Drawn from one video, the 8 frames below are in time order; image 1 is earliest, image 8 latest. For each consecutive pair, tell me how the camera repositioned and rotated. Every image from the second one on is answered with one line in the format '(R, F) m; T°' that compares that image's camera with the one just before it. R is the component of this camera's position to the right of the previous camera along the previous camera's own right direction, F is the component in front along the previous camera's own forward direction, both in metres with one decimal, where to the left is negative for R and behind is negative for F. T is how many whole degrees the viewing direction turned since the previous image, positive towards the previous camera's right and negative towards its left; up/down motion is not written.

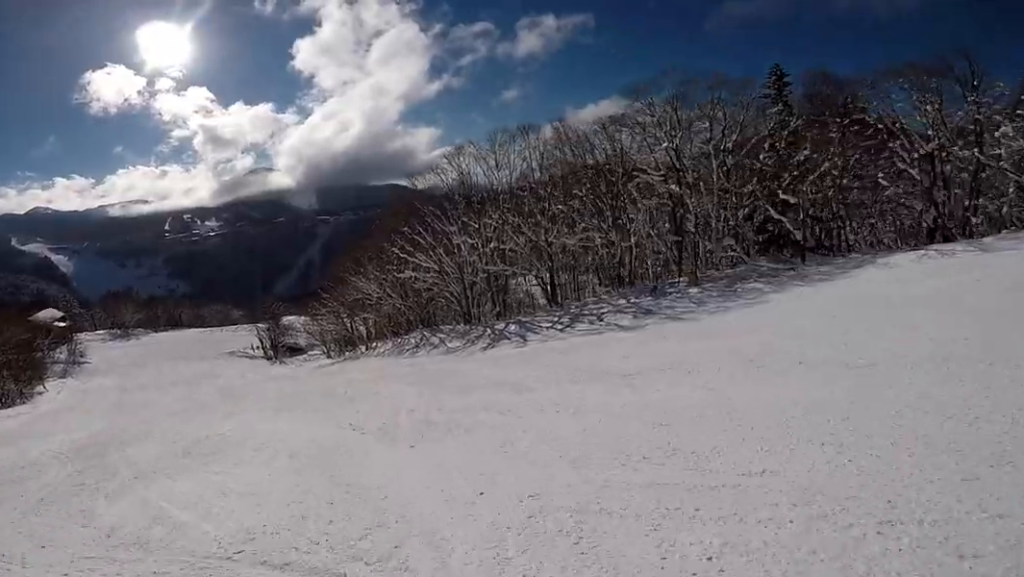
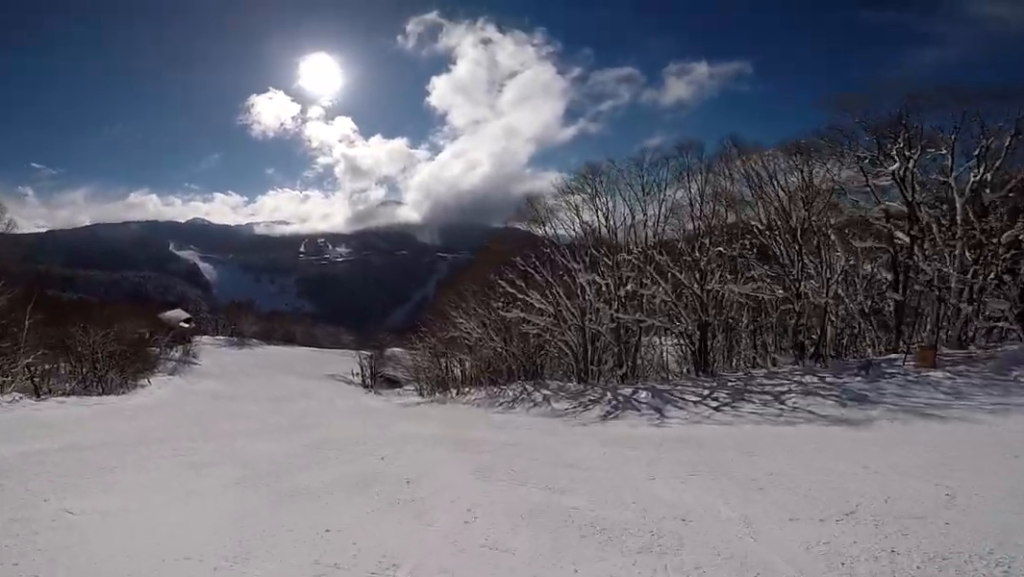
(+0.4, +5.4) m; -2°
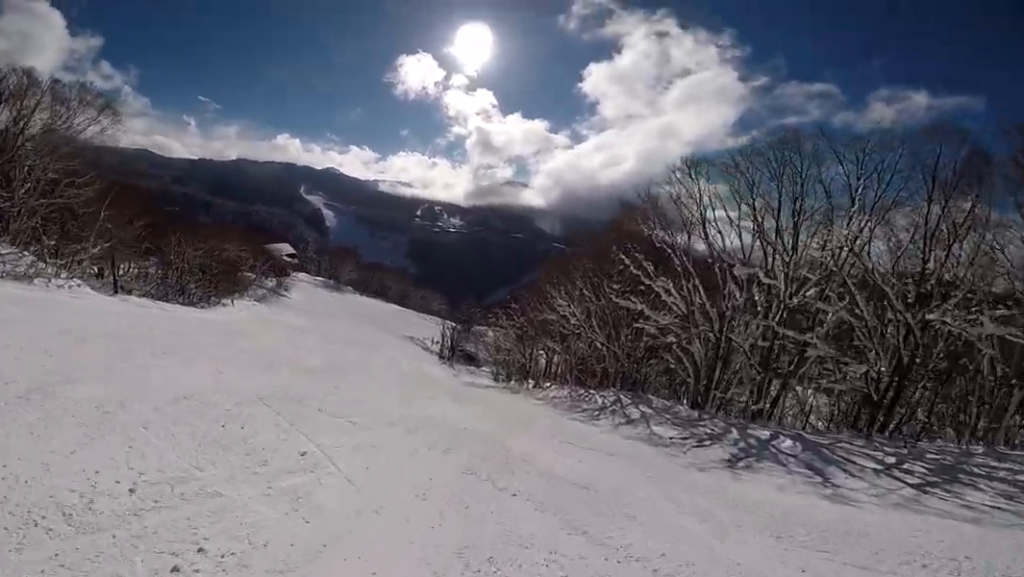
(-0.1, +5.1) m; -11°
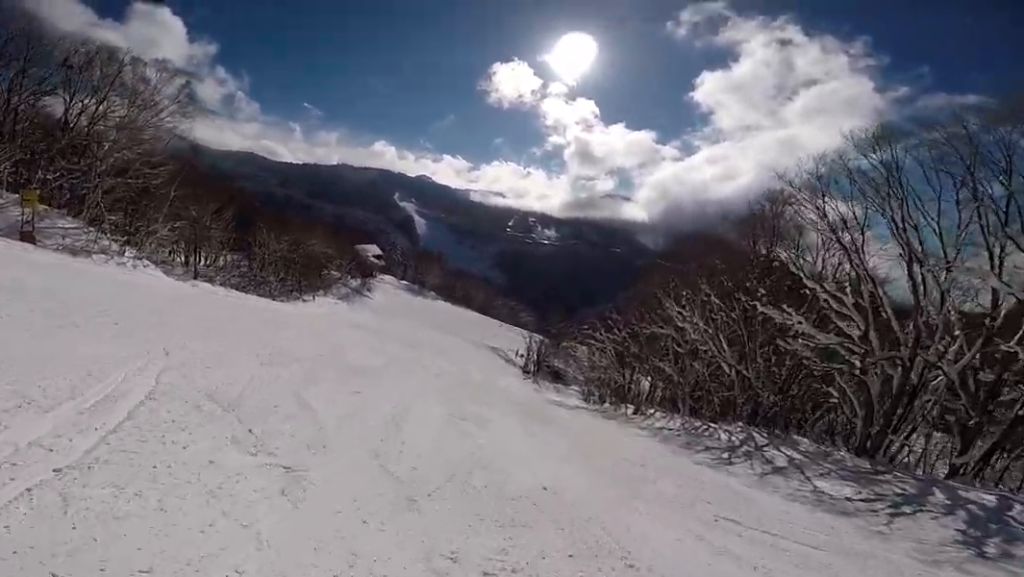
(0.0, +4.1) m; -15°
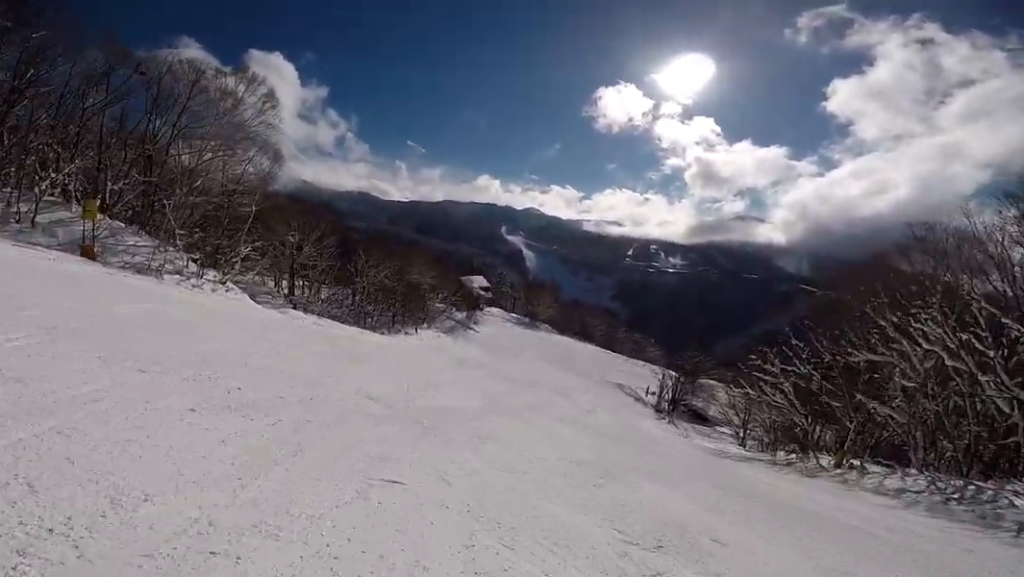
(-1.5, +5.3) m; -15°
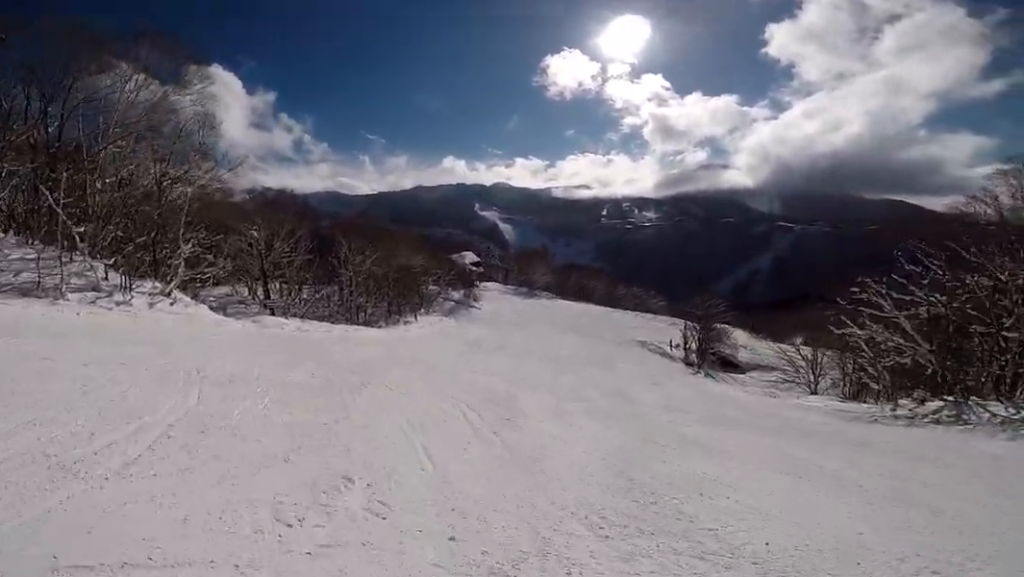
(-1.1, +8.4) m; -5°
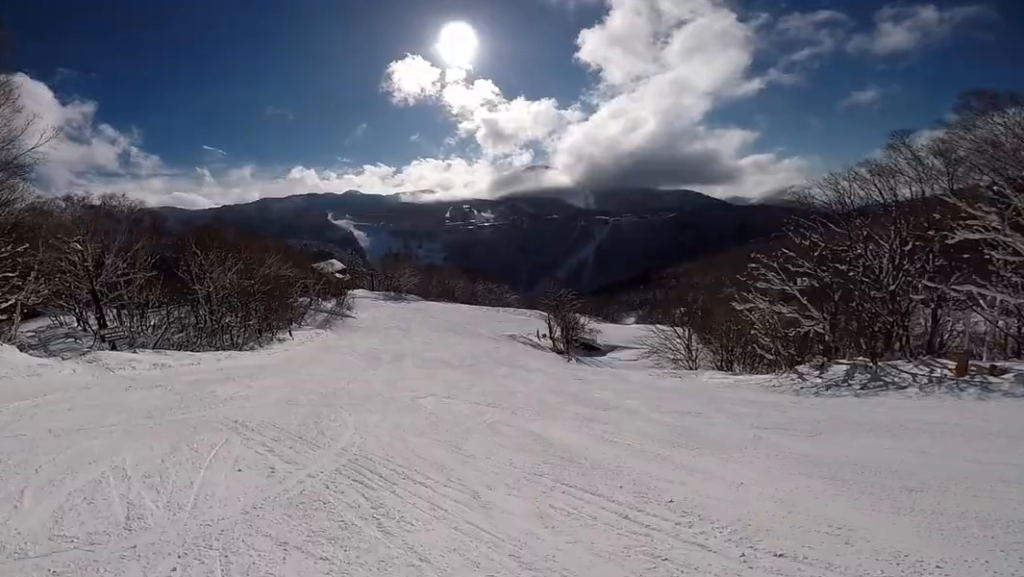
(+0.2, +6.3) m; +13°
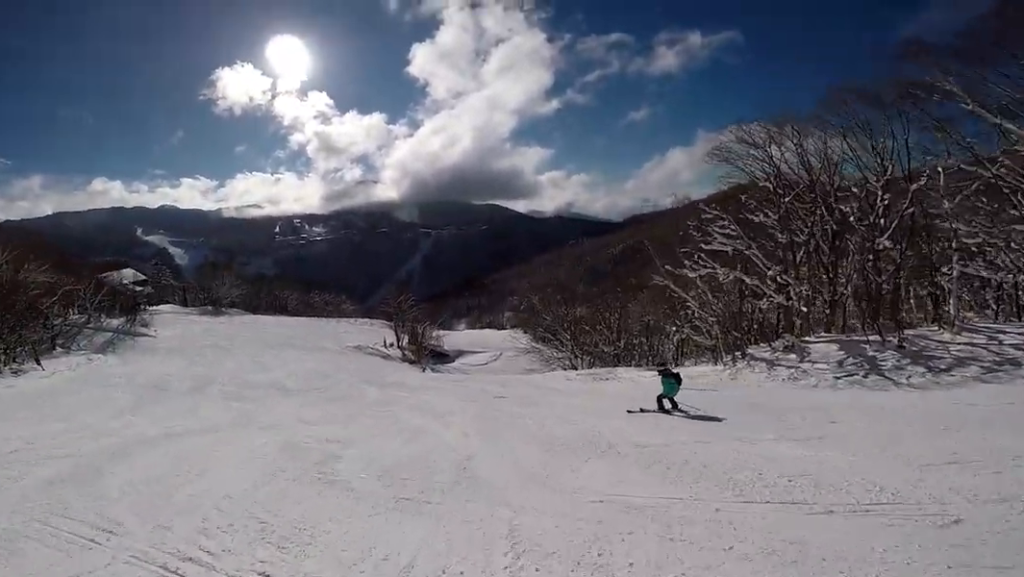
(+4.8, +14.6) m; +23°
